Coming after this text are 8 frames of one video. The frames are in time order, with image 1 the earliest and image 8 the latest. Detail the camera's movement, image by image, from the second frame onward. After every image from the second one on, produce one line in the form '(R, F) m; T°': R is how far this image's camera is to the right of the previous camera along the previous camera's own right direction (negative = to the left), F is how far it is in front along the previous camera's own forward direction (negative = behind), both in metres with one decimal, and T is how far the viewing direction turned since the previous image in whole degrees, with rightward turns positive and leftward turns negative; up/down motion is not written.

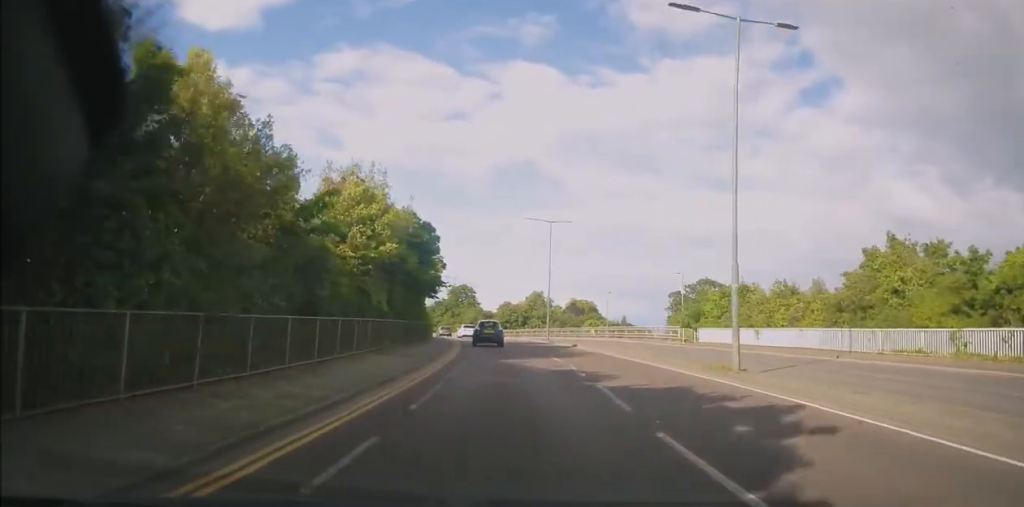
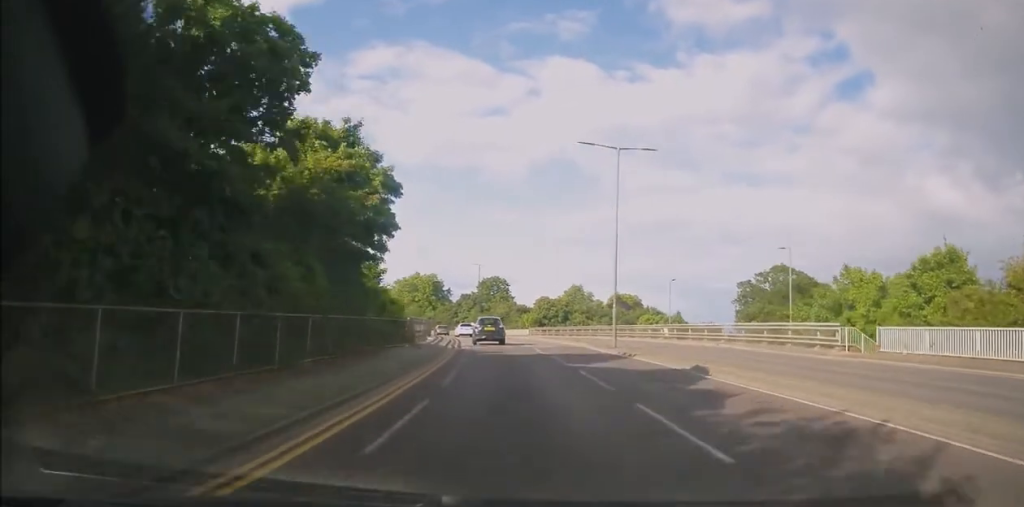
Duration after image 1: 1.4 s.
(-0.7, +21.3) m; -5°
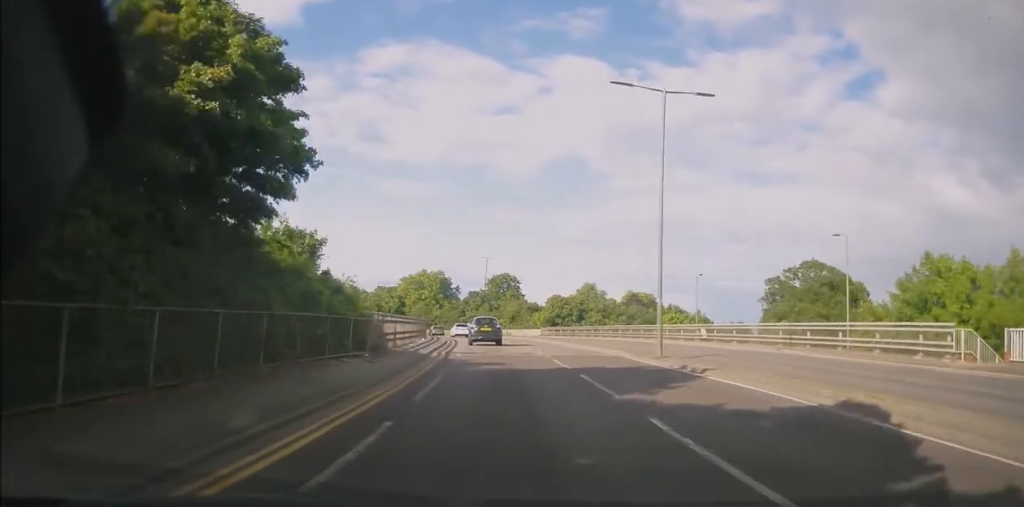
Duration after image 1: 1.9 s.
(-0.2, +8.1) m; -2°
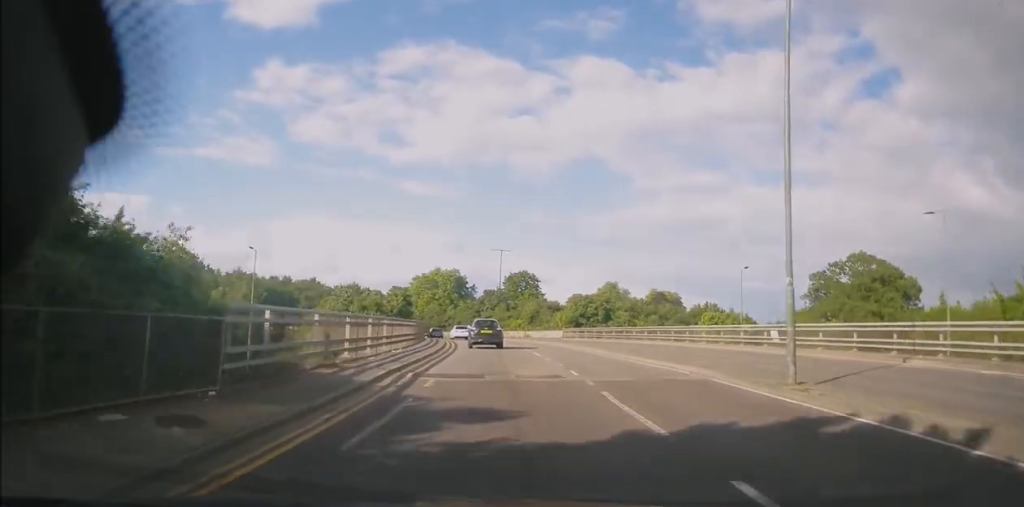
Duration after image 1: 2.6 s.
(-0.2, +10.0) m; -2°
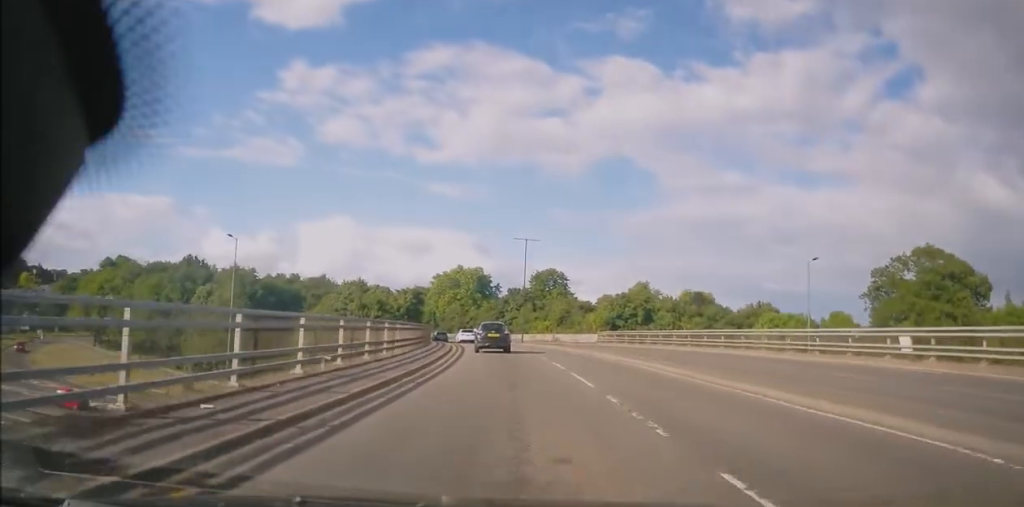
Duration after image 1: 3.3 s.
(-0.2, +10.9) m; -2°
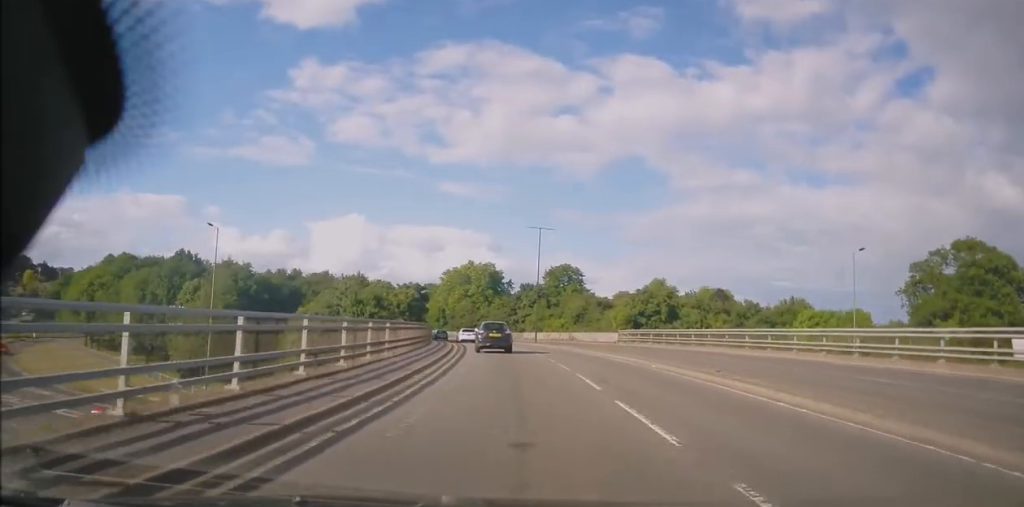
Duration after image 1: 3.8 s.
(-0.2, +6.3) m; -1°
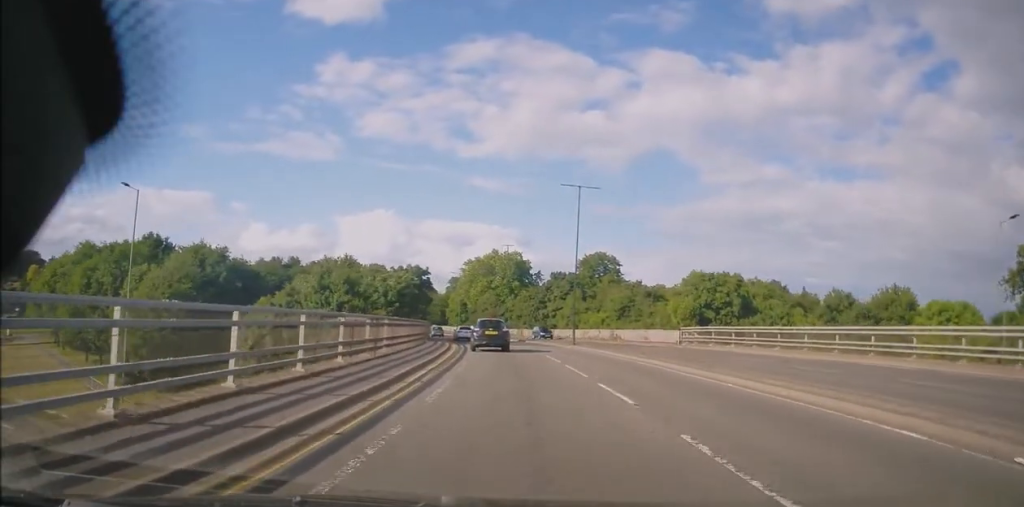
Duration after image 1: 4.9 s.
(-0.4, +15.6) m; -3°
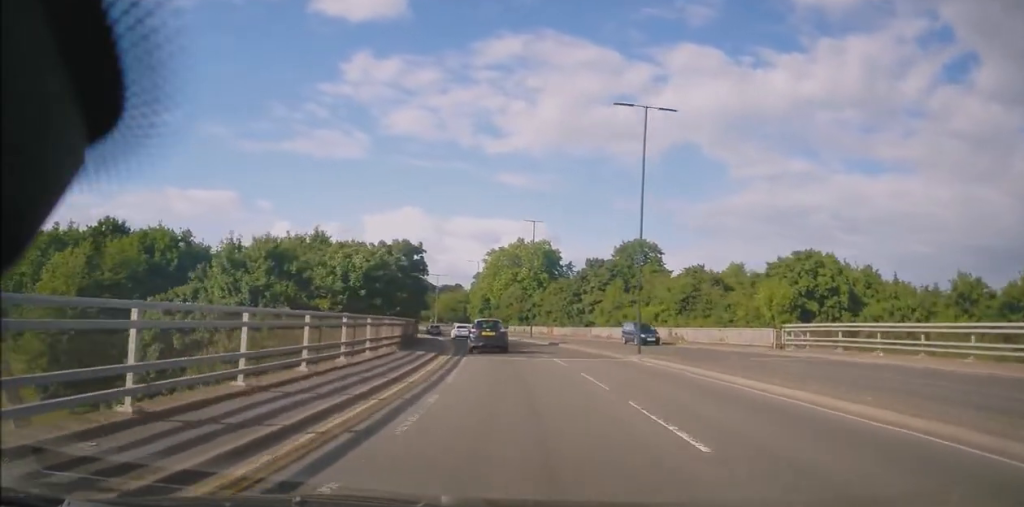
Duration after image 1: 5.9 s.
(-0.3, +15.0) m; -2°
